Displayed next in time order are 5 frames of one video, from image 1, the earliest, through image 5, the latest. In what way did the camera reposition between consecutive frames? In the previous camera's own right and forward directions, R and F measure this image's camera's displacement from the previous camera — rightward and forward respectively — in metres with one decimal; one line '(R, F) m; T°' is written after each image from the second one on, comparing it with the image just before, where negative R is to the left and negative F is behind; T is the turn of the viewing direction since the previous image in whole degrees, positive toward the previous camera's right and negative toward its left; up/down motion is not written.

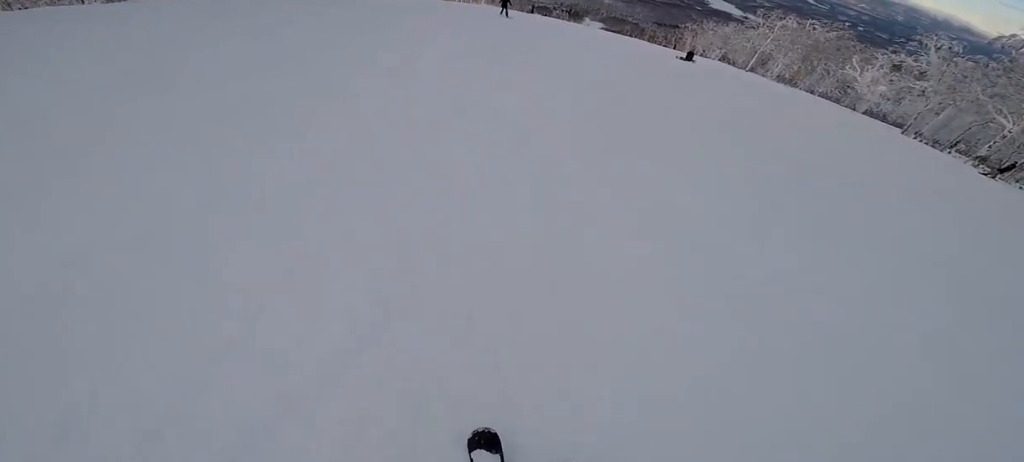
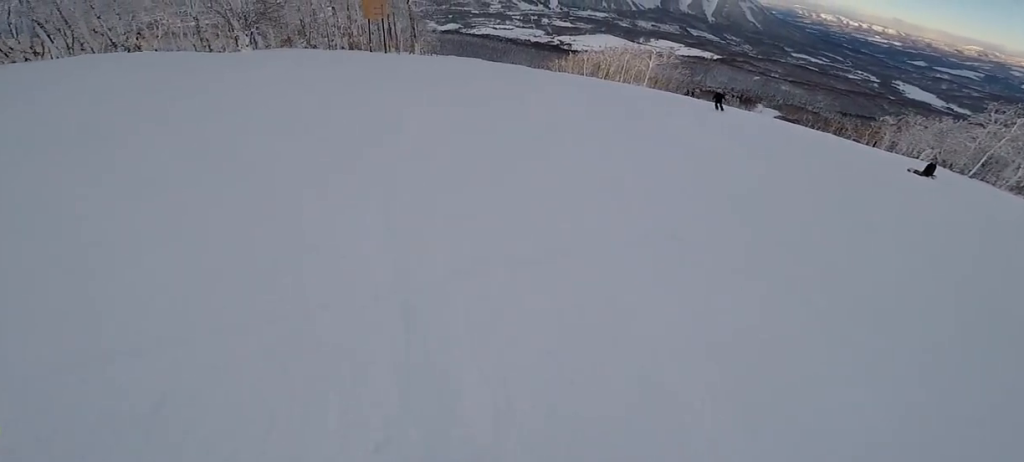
(-0.5, +5.7) m; +2°
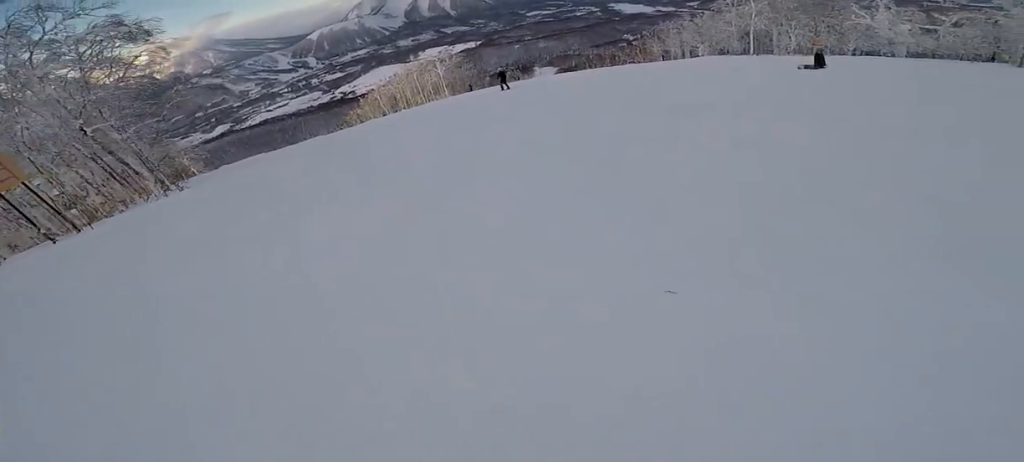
(+1.3, +8.0) m; +23°
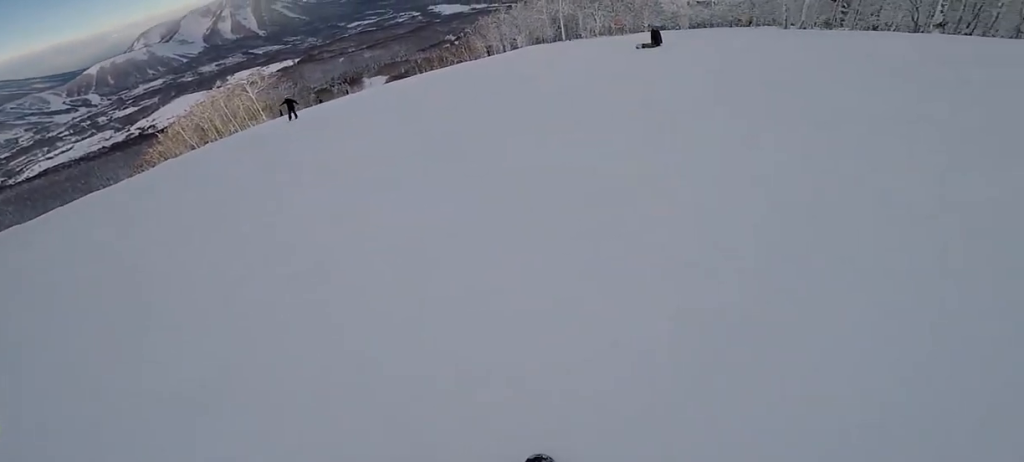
(+0.5, +3.5) m; 0°
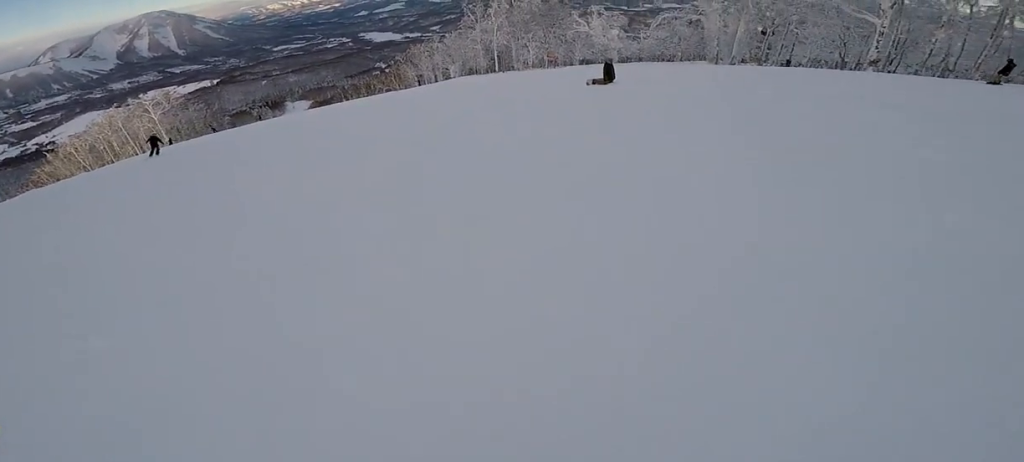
(+0.3, +3.4) m; -2°
